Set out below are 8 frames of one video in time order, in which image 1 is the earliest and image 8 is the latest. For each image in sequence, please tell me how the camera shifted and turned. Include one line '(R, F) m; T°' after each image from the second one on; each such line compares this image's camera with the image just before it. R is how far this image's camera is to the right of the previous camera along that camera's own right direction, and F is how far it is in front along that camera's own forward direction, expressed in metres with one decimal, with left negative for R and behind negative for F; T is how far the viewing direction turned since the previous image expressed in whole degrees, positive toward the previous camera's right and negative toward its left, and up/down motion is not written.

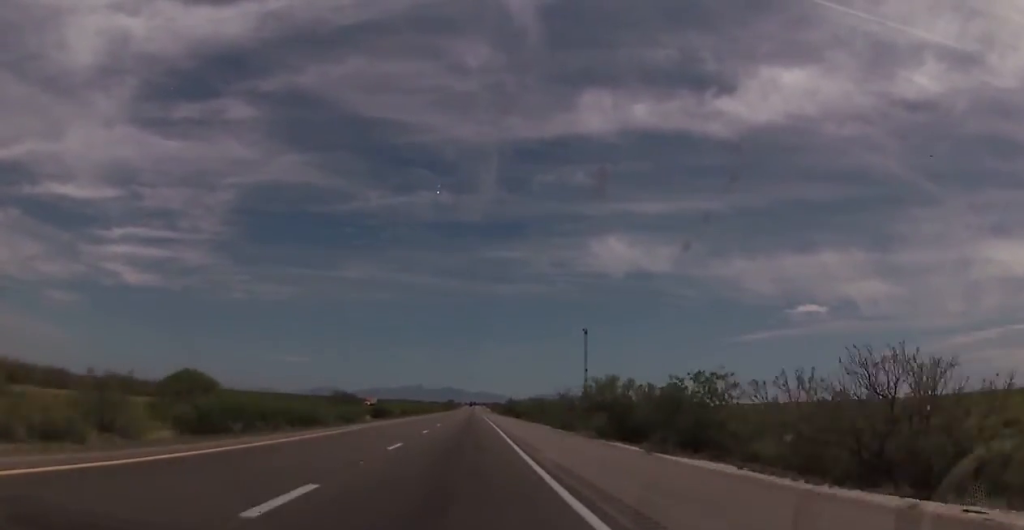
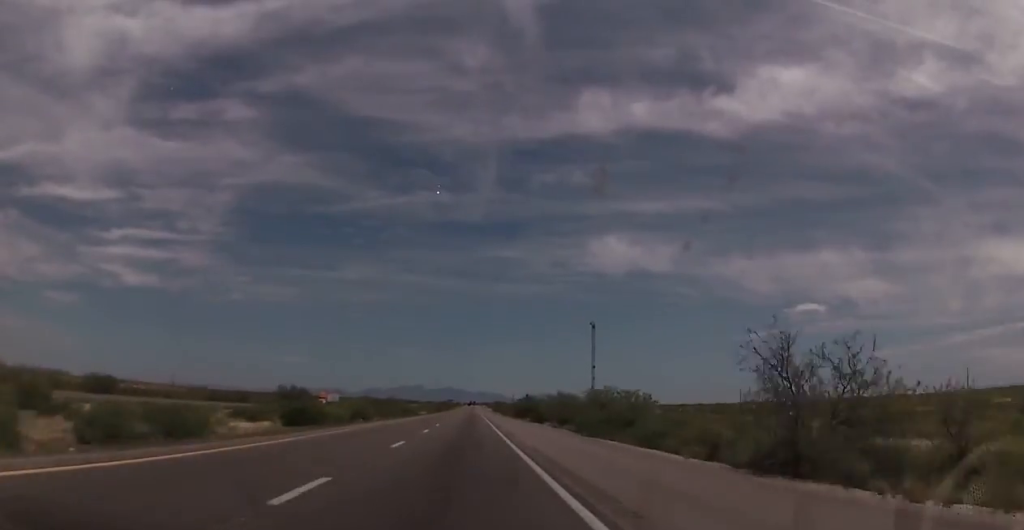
(-0.5, +48.1) m; -1°
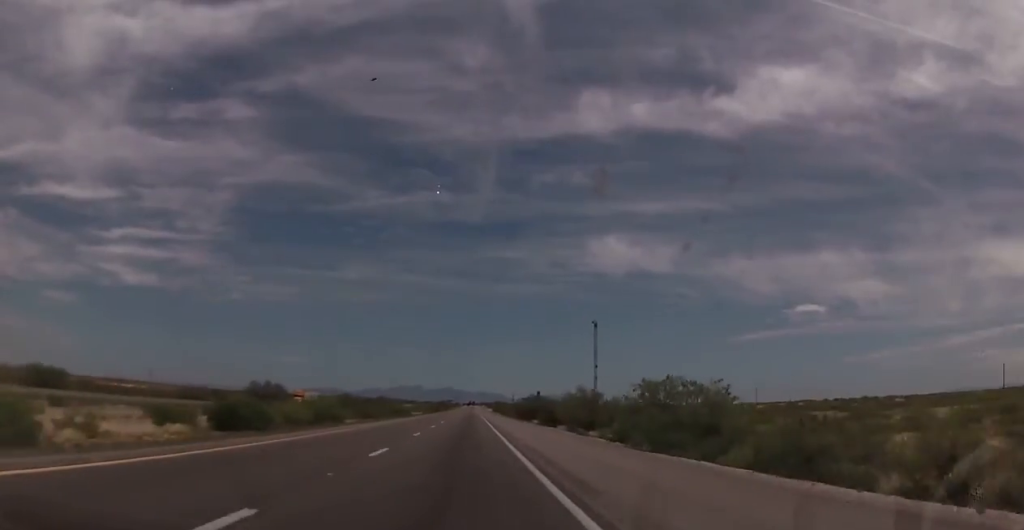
(-0.2, +16.1) m; 0°
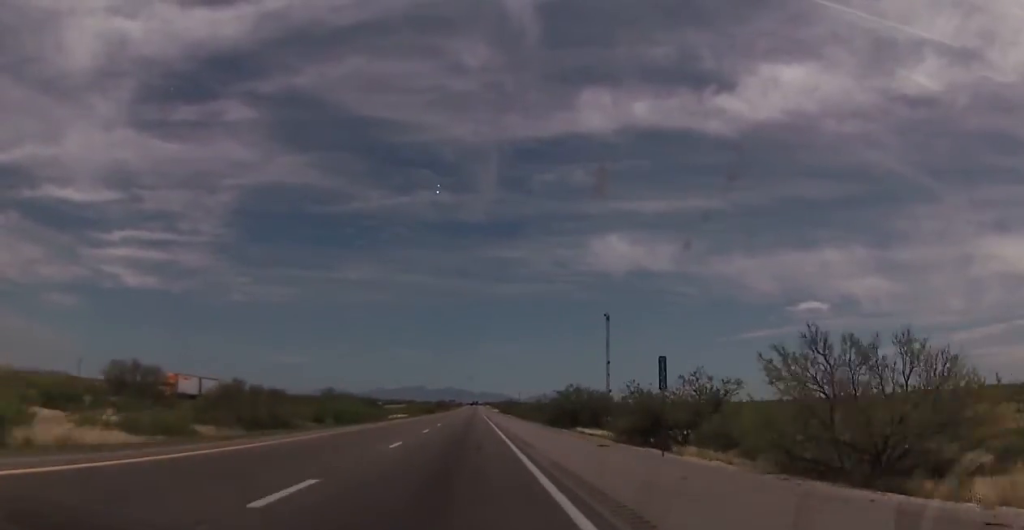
(+0.4, +45.7) m; 0°
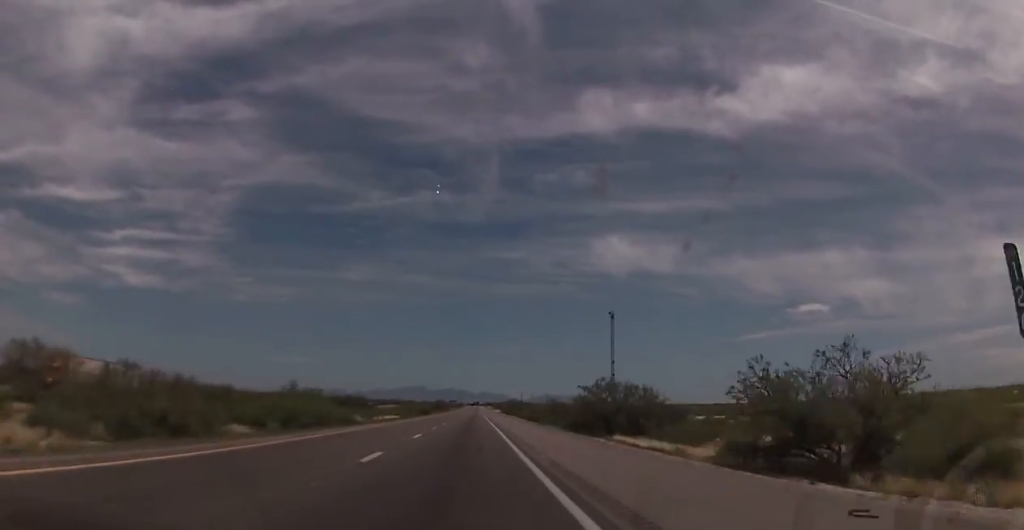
(-0.2, +17.2) m; 0°
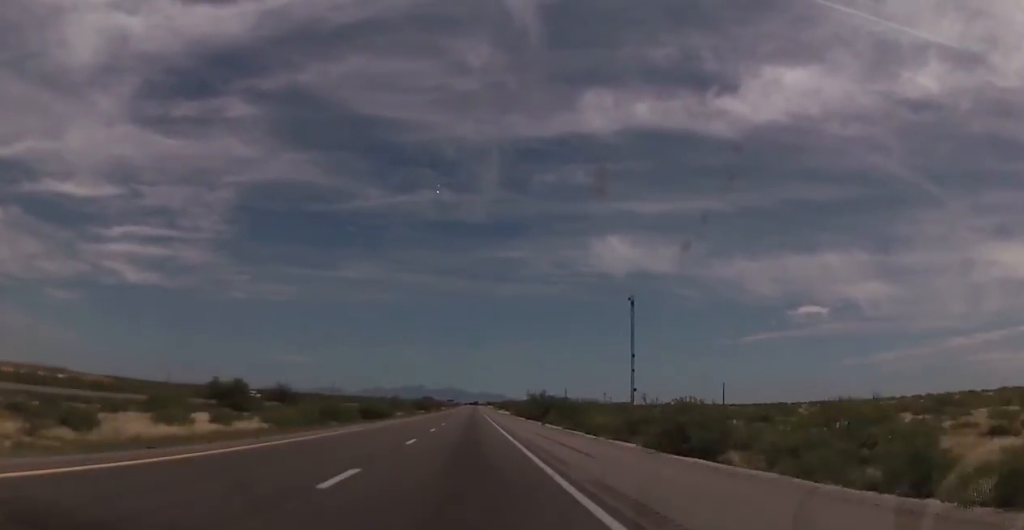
(0.0, +78.8) m; -1°
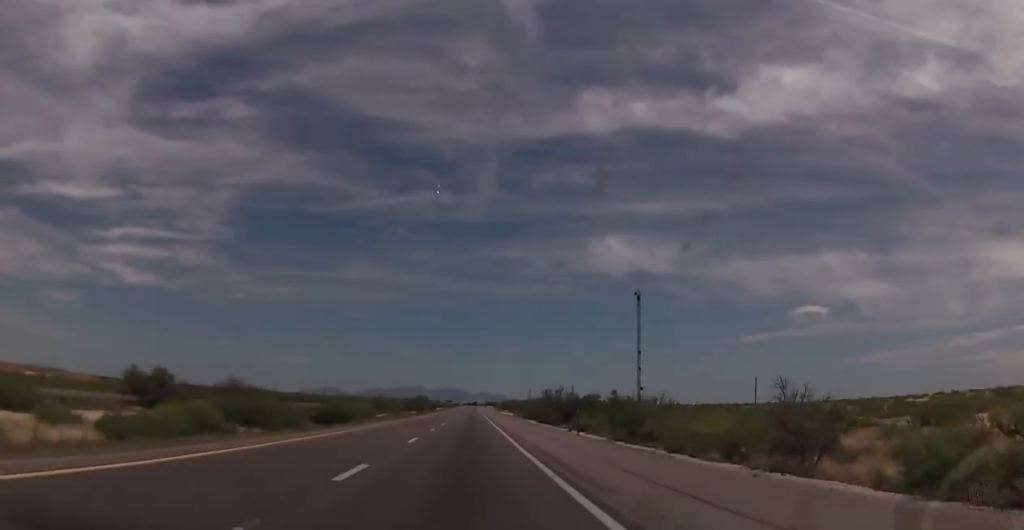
(-0.1, +23.3) m; 0°
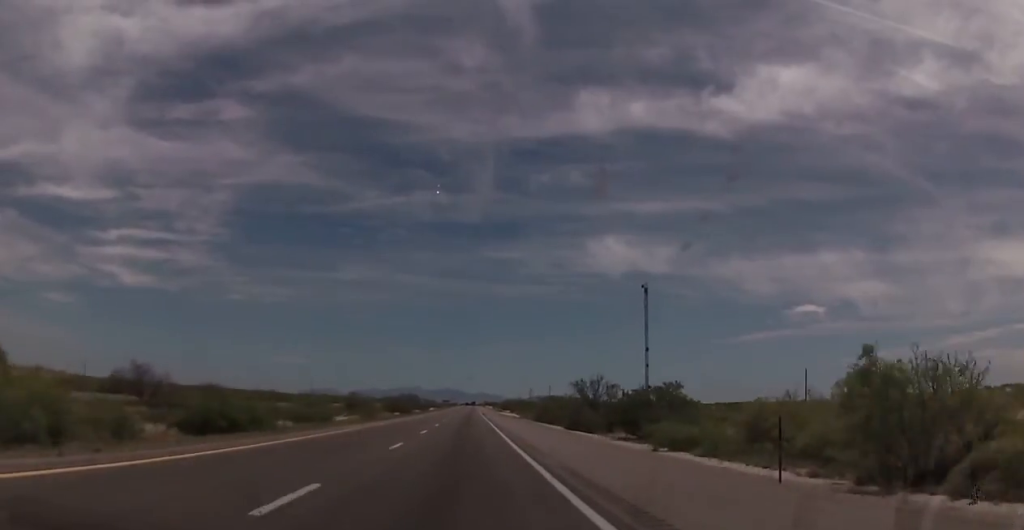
(+0.1, +28.3) m; 0°
